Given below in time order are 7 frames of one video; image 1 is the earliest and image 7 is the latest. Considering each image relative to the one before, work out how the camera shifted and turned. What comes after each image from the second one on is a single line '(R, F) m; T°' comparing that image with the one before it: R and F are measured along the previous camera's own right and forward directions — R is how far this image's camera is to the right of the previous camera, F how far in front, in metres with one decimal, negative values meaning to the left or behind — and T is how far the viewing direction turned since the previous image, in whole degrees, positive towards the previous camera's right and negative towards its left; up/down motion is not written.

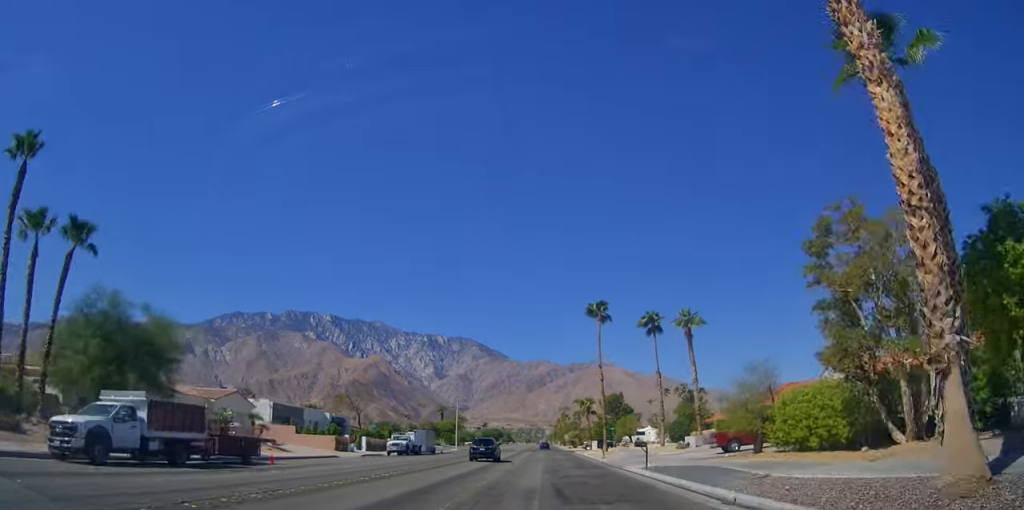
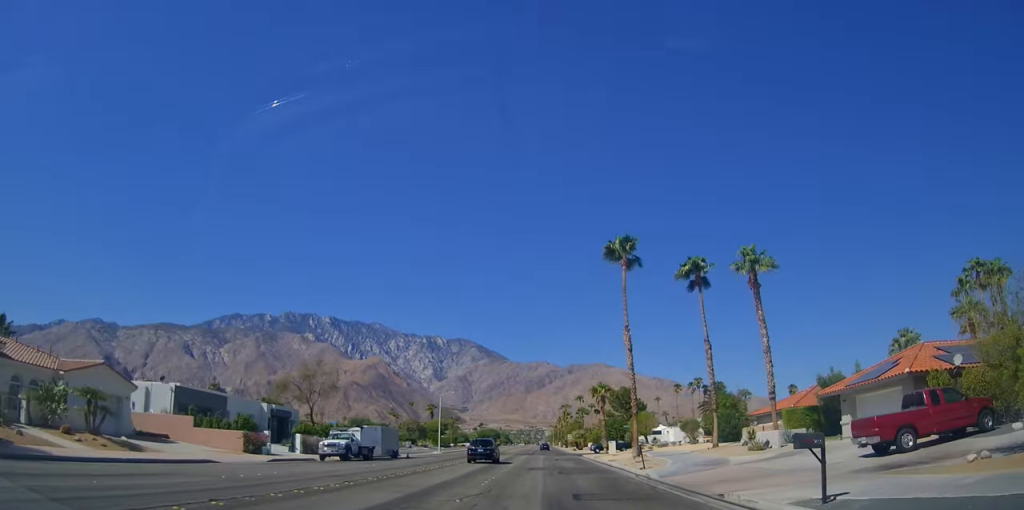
(0.0, +17.2) m; -2°
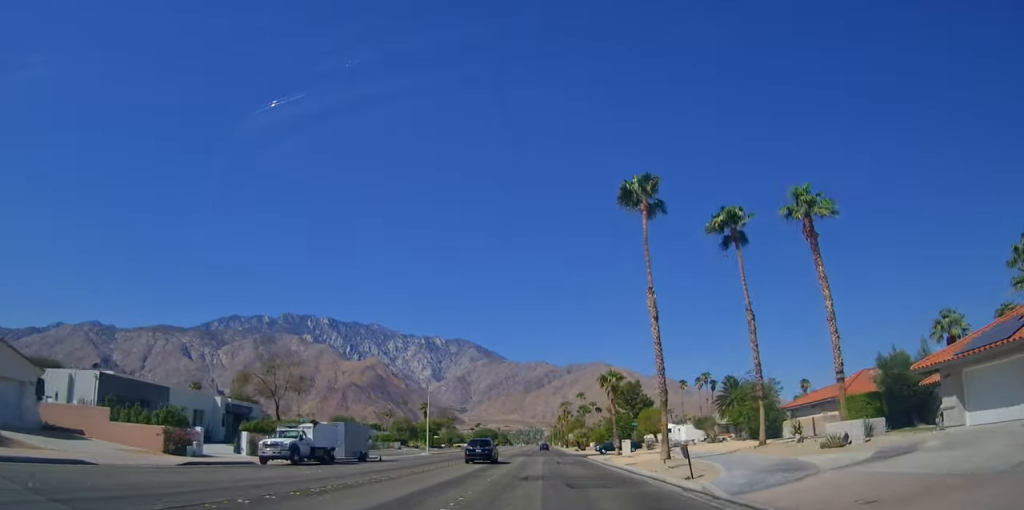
(-0.2, +8.6) m; 0°
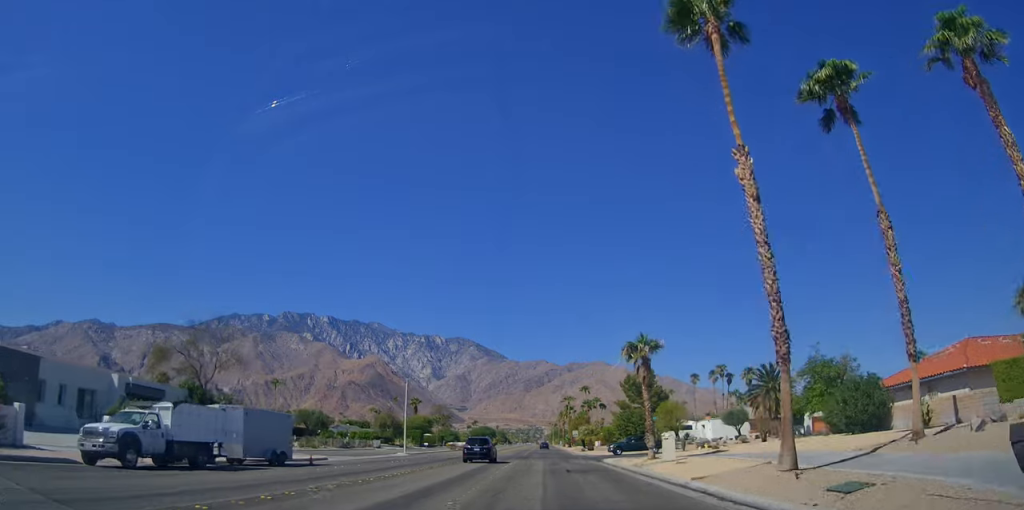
(-0.3, +13.6) m; 0°
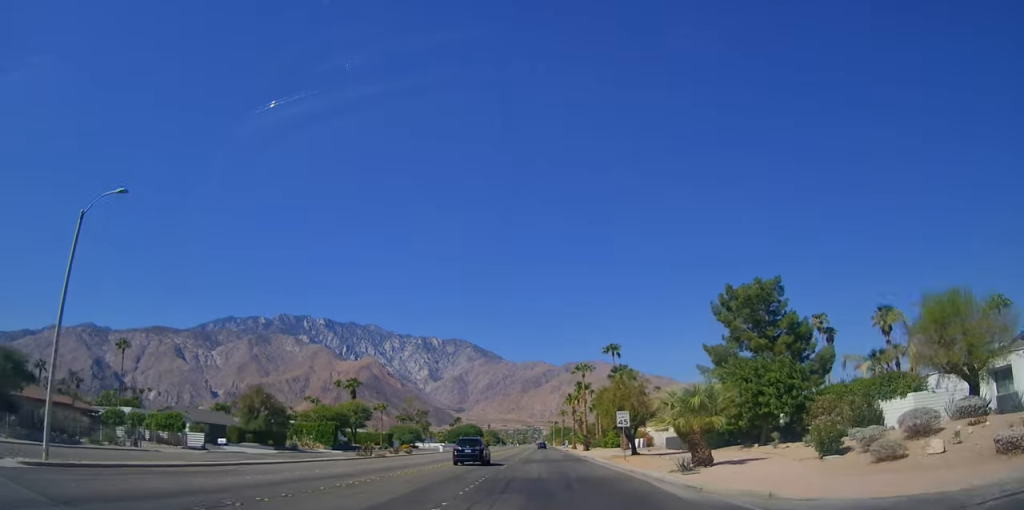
(+1.4, +53.3) m; +2°
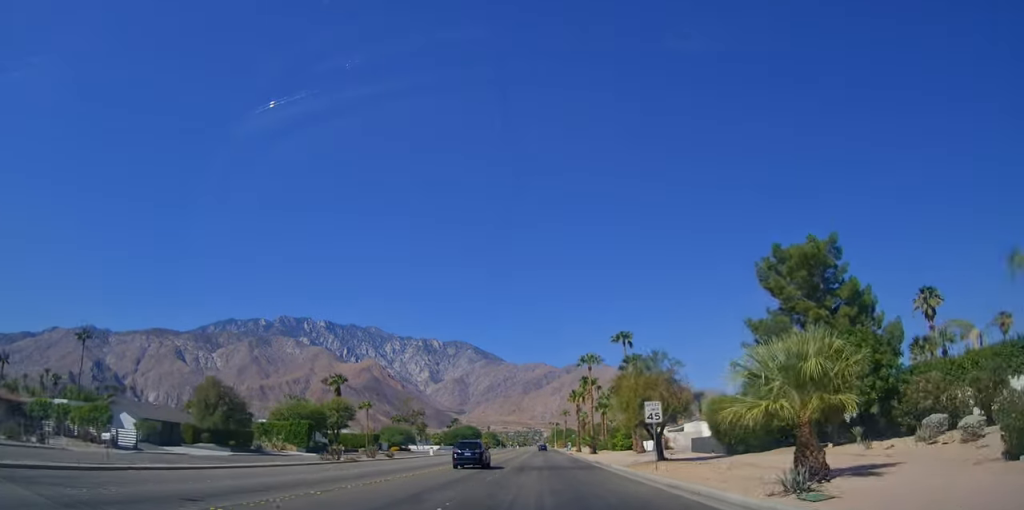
(0.0, +9.3) m; 0°
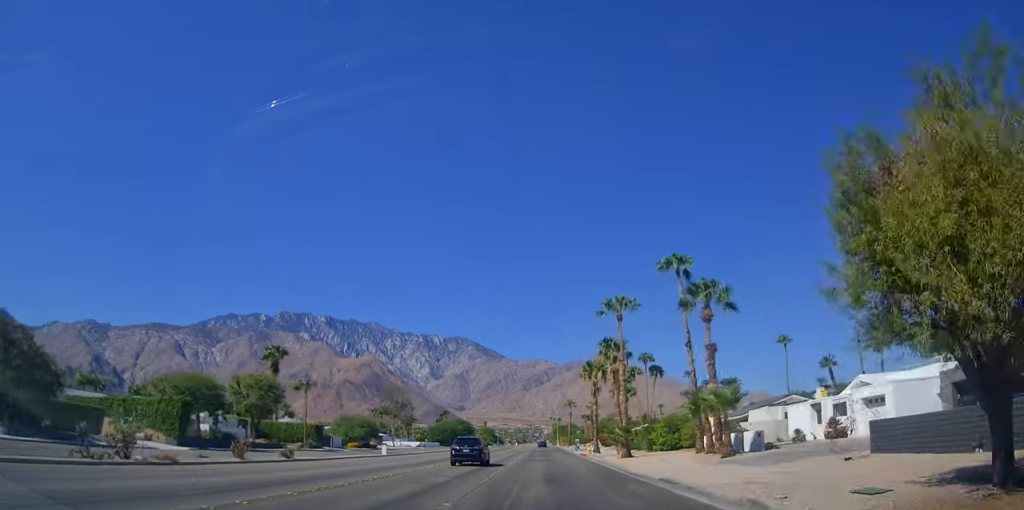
(0.0, +25.8) m; 0°
